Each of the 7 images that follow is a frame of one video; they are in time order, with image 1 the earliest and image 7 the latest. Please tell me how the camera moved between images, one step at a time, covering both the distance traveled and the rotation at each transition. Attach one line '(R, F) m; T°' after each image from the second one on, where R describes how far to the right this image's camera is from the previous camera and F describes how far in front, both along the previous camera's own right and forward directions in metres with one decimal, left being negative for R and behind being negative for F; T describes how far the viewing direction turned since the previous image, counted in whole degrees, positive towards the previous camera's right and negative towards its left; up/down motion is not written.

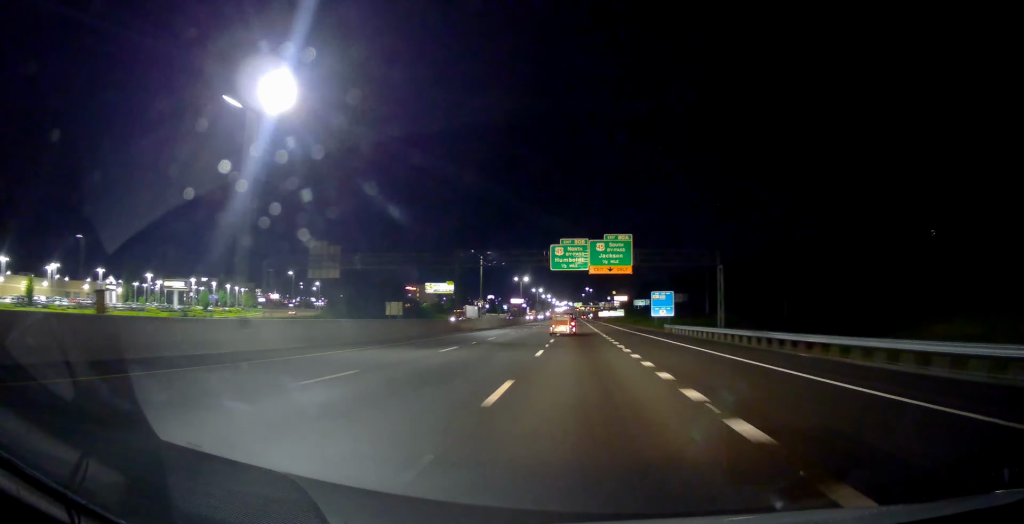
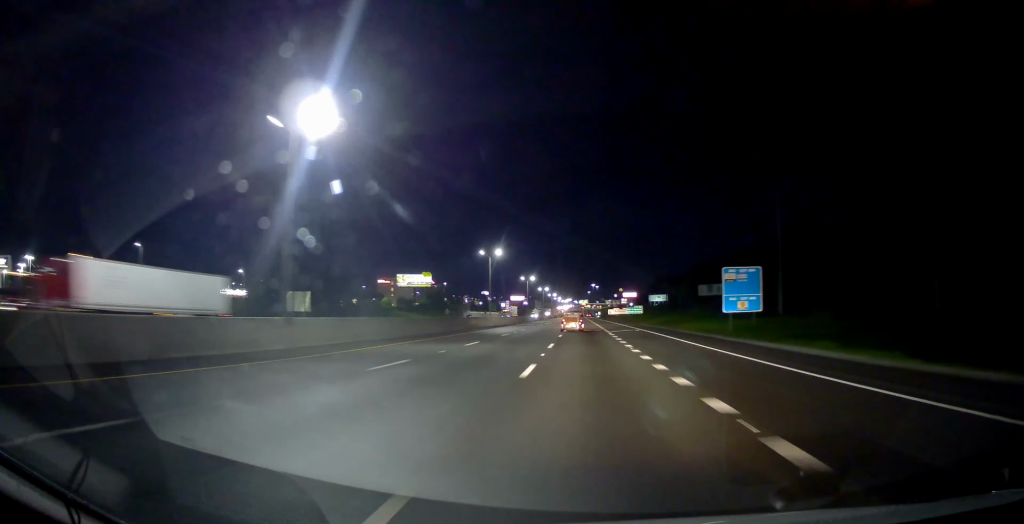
(0.0, +57.3) m; +1°
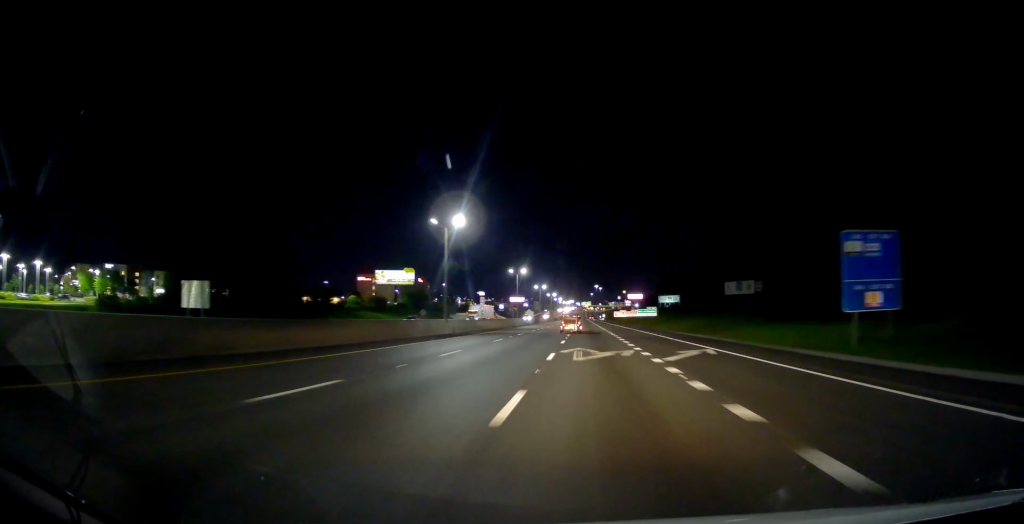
(0.0, +30.2) m; 0°
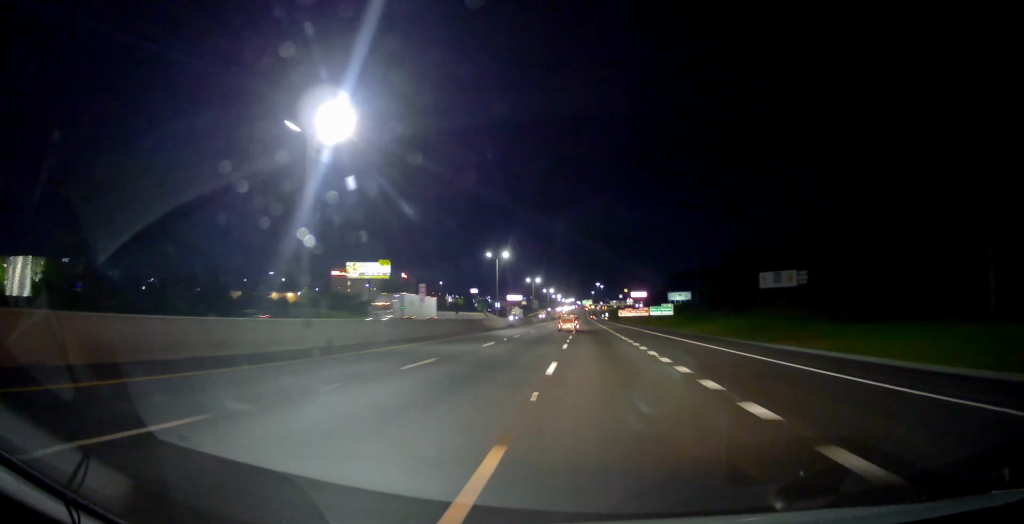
(0.0, +29.4) m; +1°
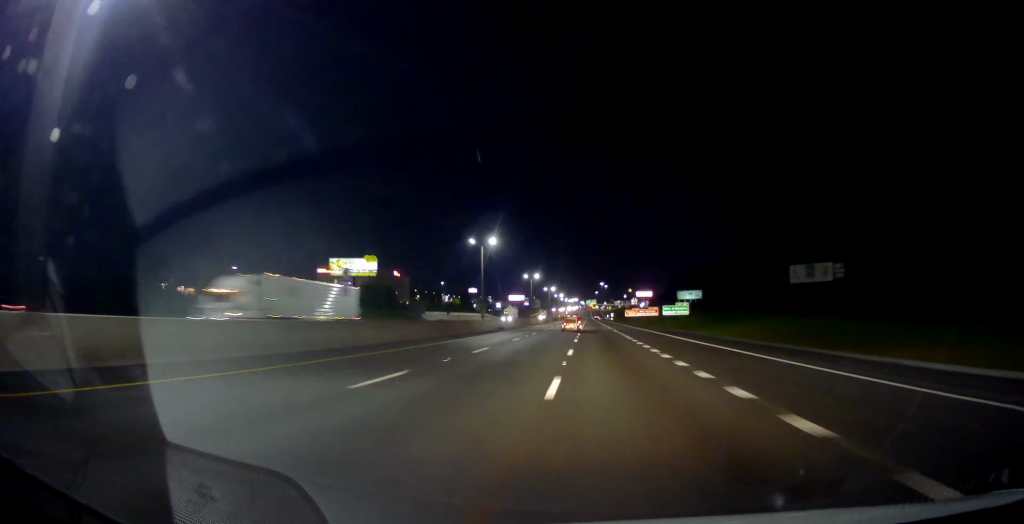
(+0.1, +16.4) m; 0°
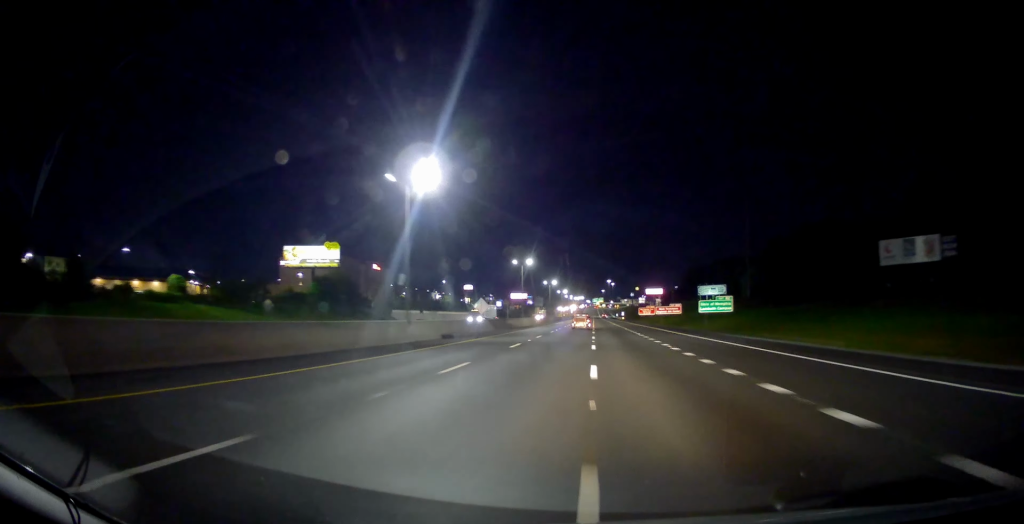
(-0.3, +32.9) m; -1°
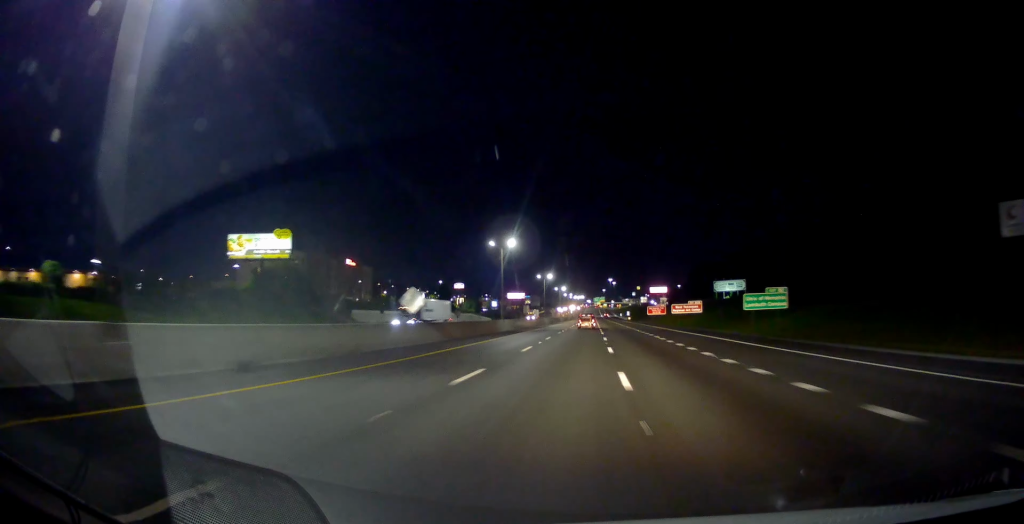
(-0.3, +25.8) m; -1°
